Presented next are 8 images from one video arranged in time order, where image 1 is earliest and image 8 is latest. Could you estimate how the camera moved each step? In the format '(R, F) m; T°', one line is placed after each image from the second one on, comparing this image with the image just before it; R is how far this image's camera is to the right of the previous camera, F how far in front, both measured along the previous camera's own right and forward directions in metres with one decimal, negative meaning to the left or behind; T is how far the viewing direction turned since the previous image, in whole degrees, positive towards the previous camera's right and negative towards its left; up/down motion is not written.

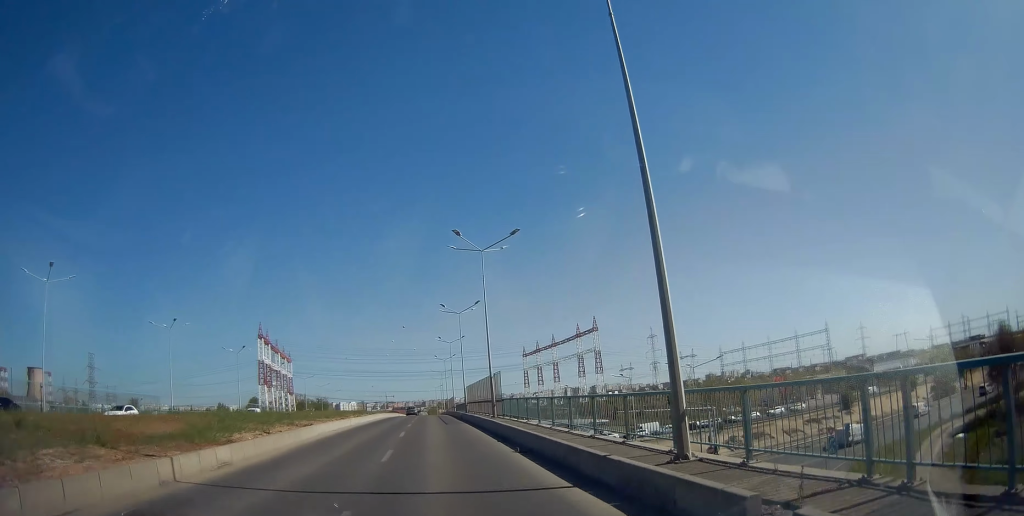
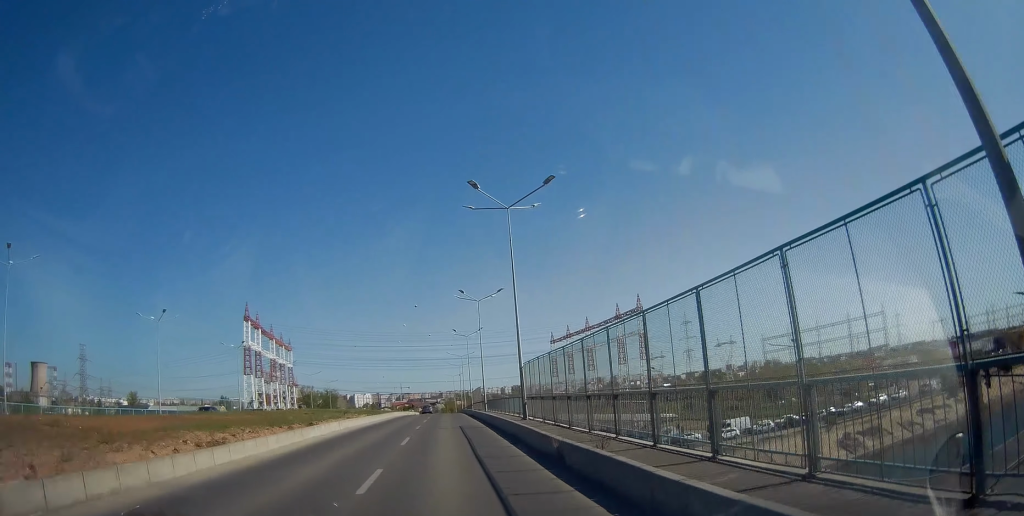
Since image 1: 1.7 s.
(-0.2, +31.4) m; -1°
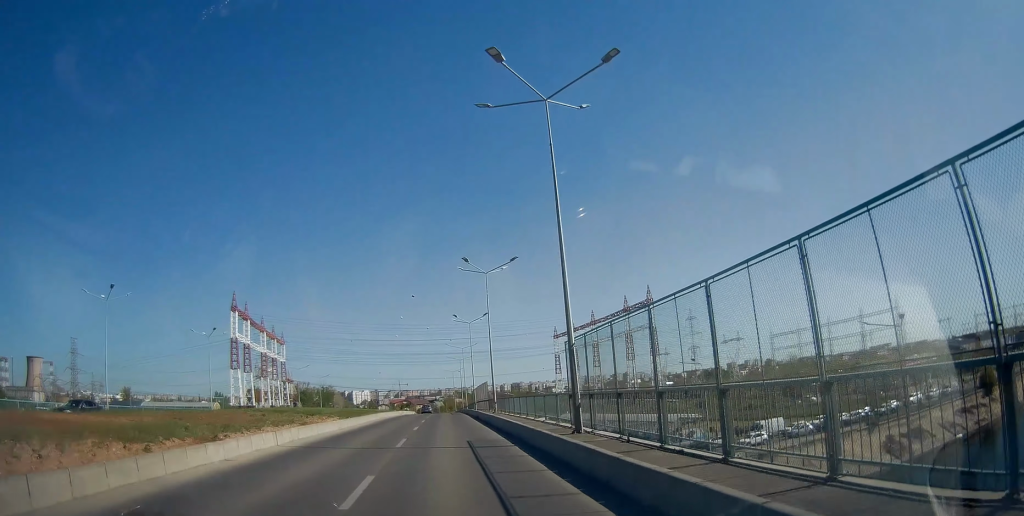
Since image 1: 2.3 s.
(-0.1, +10.3) m; 0°
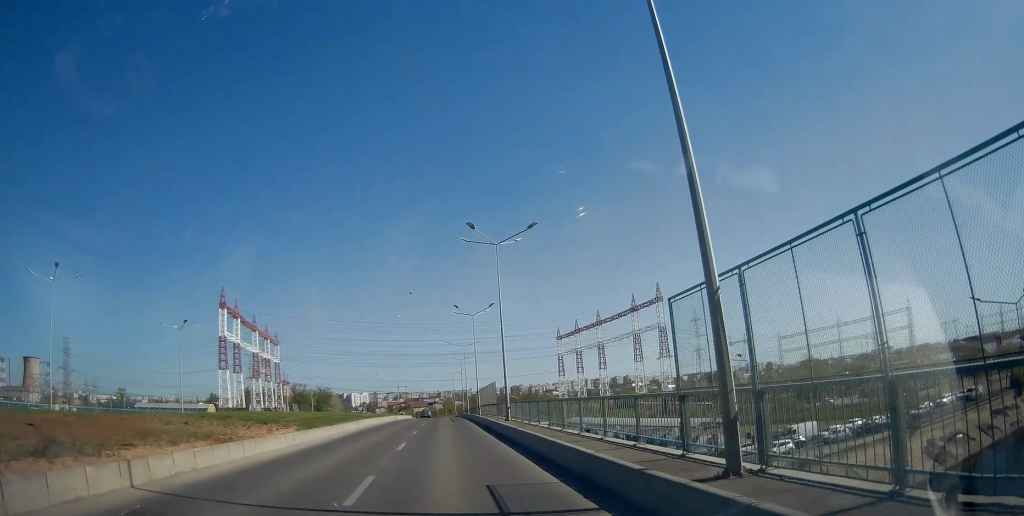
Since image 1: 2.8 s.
(0.0, +8.5) m; 0°
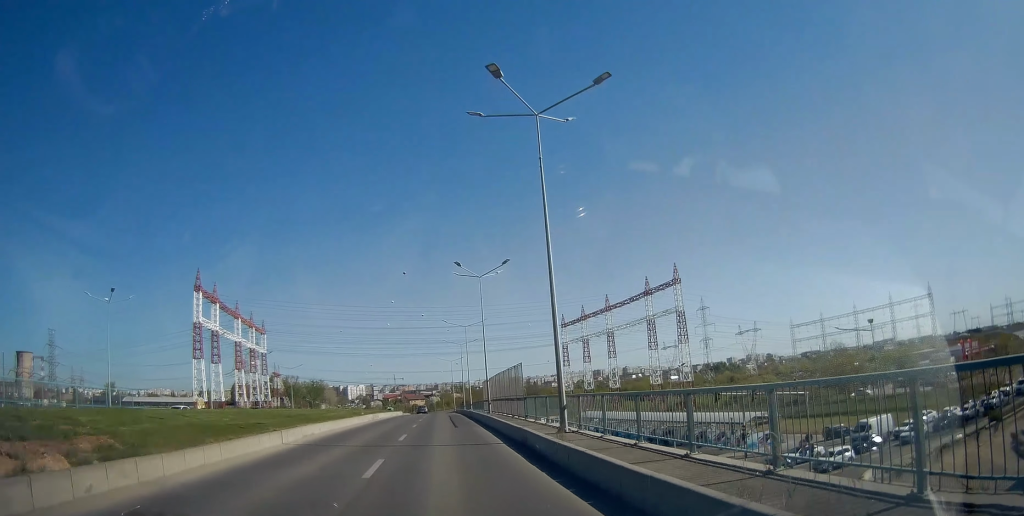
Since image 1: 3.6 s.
(0.0, +15.2) m; 0°
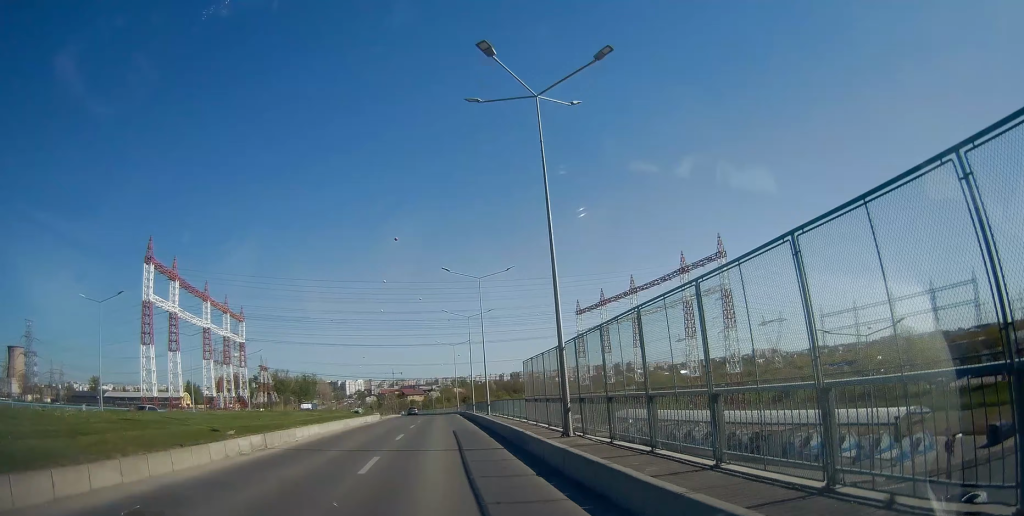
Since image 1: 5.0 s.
(0.0, +26.4) m; 0°
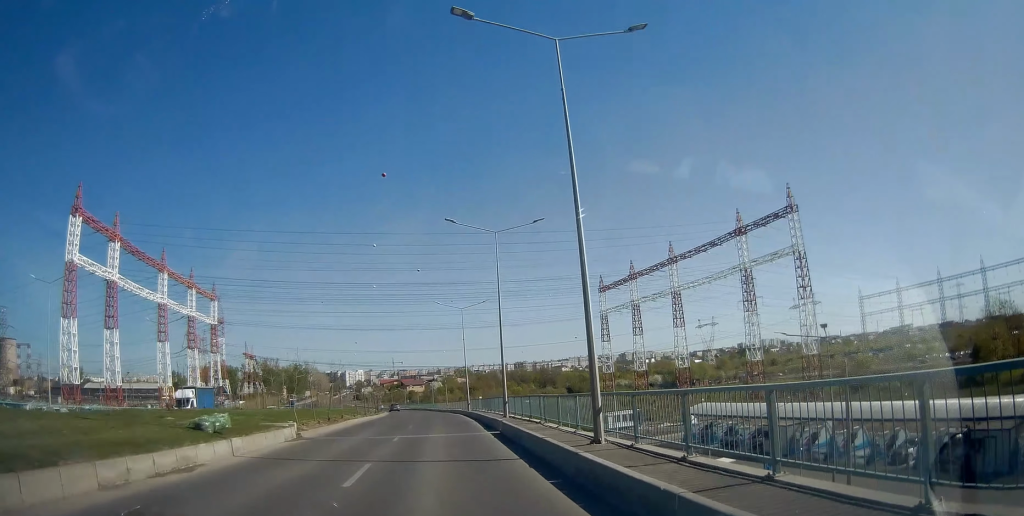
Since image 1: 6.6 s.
(0.0, +29.0) m; 0°
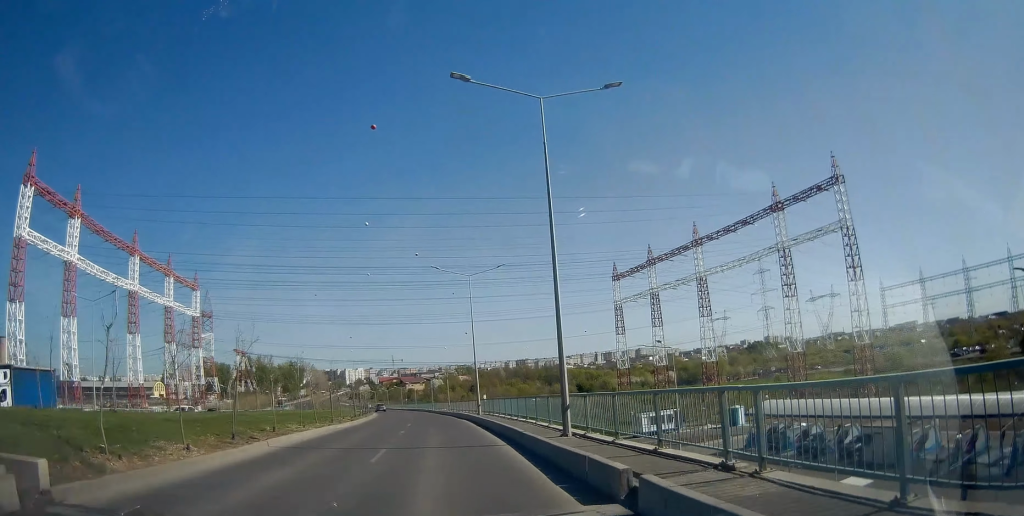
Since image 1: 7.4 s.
(0.0, +14.7) m; 0°
